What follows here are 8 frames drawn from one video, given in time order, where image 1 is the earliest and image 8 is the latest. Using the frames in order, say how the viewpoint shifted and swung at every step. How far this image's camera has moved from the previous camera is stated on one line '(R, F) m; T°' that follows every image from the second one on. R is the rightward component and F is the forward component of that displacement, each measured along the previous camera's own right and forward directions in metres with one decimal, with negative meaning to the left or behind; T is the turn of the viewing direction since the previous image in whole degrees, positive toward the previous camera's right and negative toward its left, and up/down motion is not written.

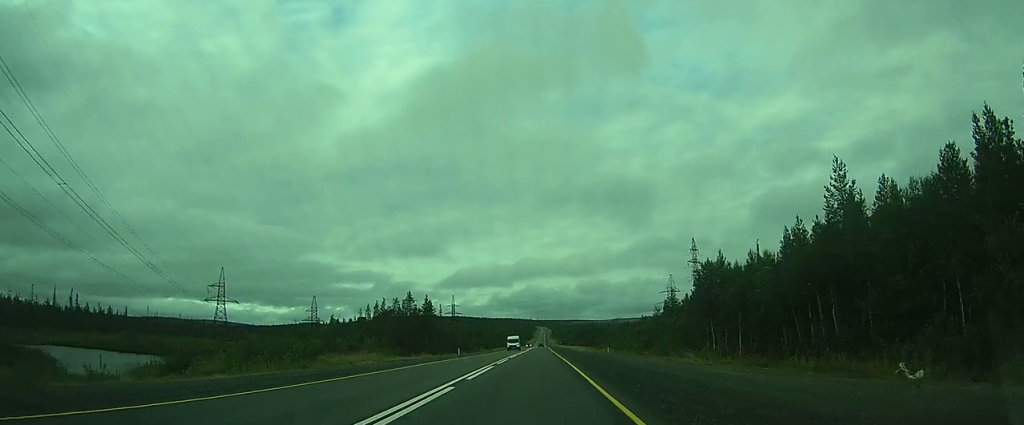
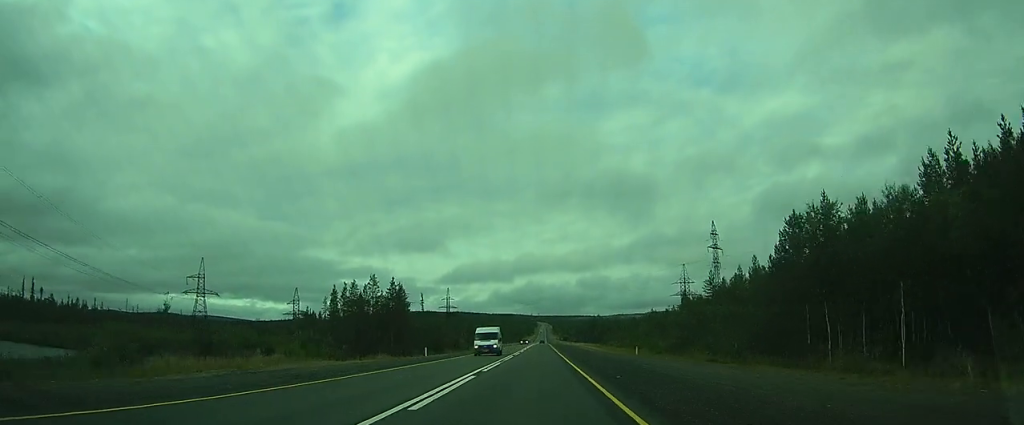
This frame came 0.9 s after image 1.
(0.0, +18.2) m; +1°
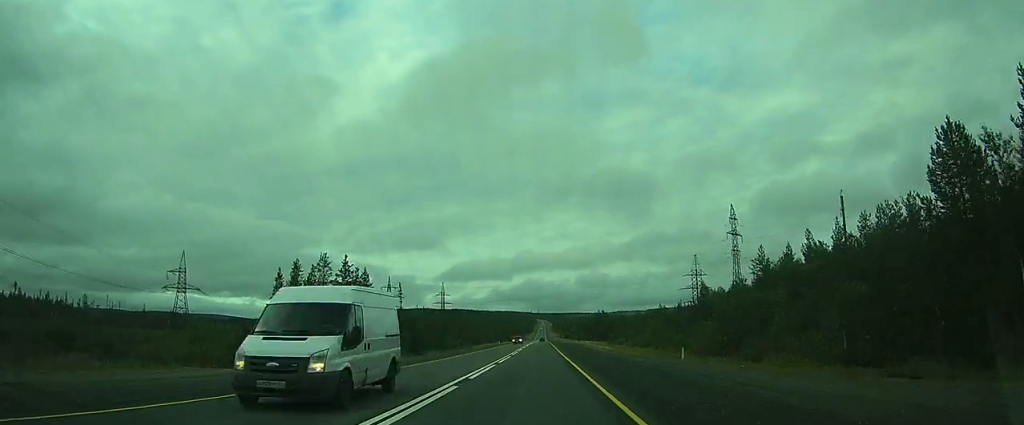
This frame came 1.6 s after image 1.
(+0.2, +14.7) m; 0°
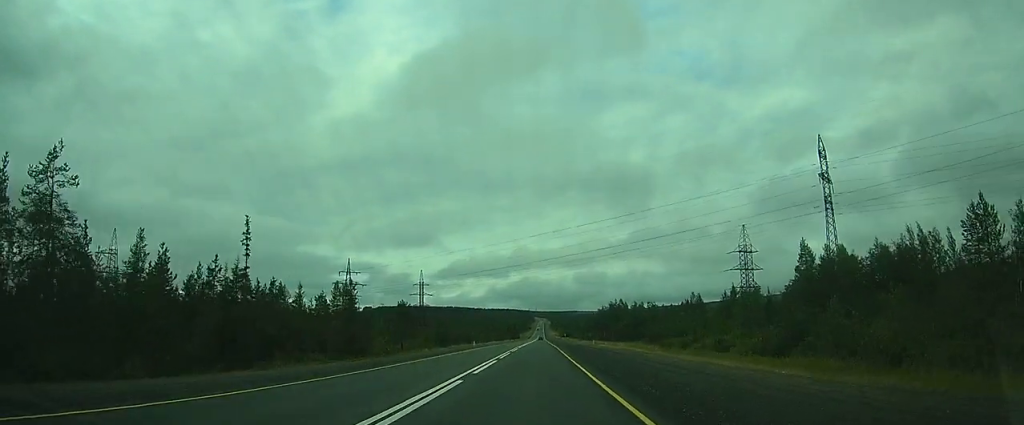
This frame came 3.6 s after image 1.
(0.0, +43.4) m; 0°
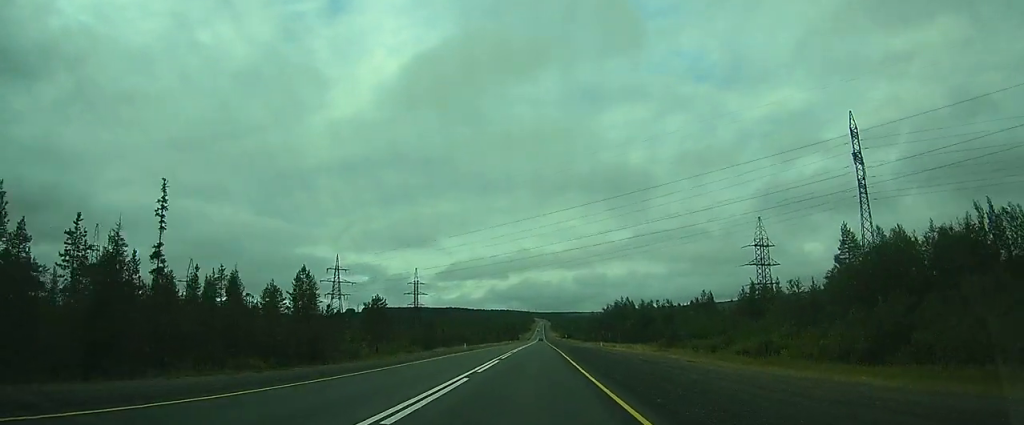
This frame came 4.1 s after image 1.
(0.0, +9.8) m; 0°
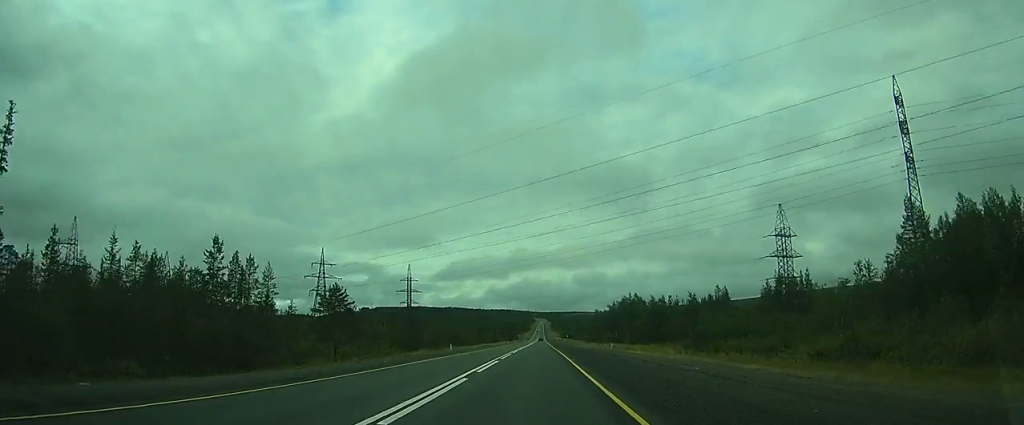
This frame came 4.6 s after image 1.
(-0.1, +11.1) m; 0°
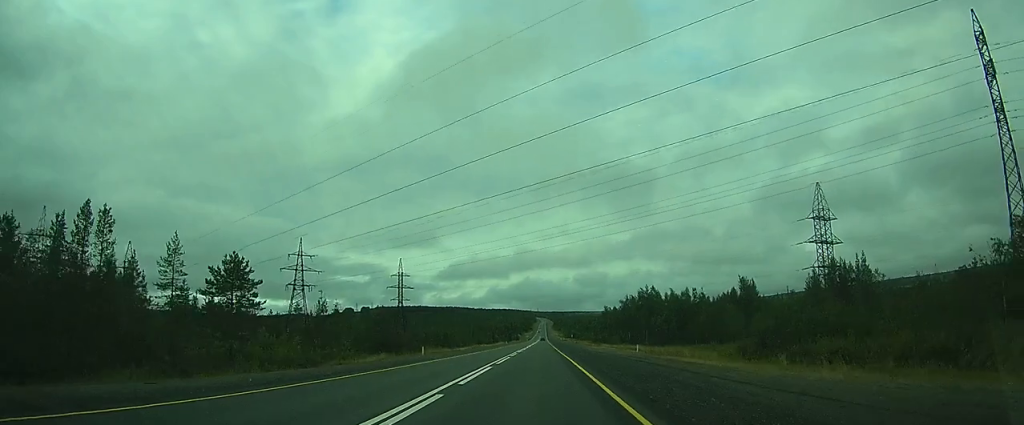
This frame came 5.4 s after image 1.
(-0.1, +15.1) m; 0°
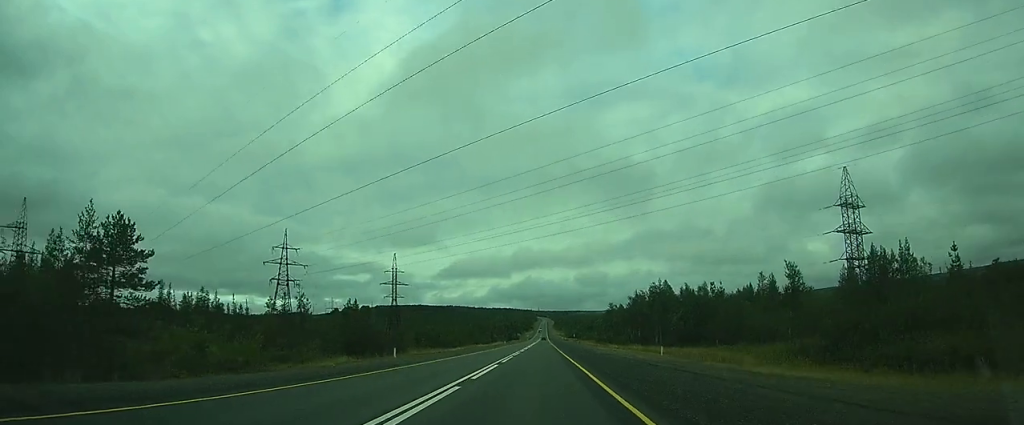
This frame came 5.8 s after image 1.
(0.0, +8.8) m; 0°
